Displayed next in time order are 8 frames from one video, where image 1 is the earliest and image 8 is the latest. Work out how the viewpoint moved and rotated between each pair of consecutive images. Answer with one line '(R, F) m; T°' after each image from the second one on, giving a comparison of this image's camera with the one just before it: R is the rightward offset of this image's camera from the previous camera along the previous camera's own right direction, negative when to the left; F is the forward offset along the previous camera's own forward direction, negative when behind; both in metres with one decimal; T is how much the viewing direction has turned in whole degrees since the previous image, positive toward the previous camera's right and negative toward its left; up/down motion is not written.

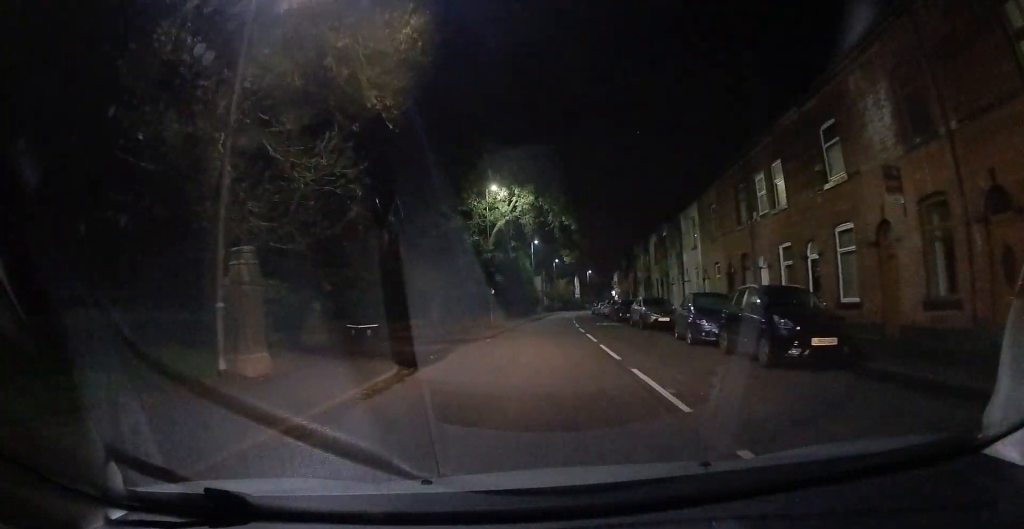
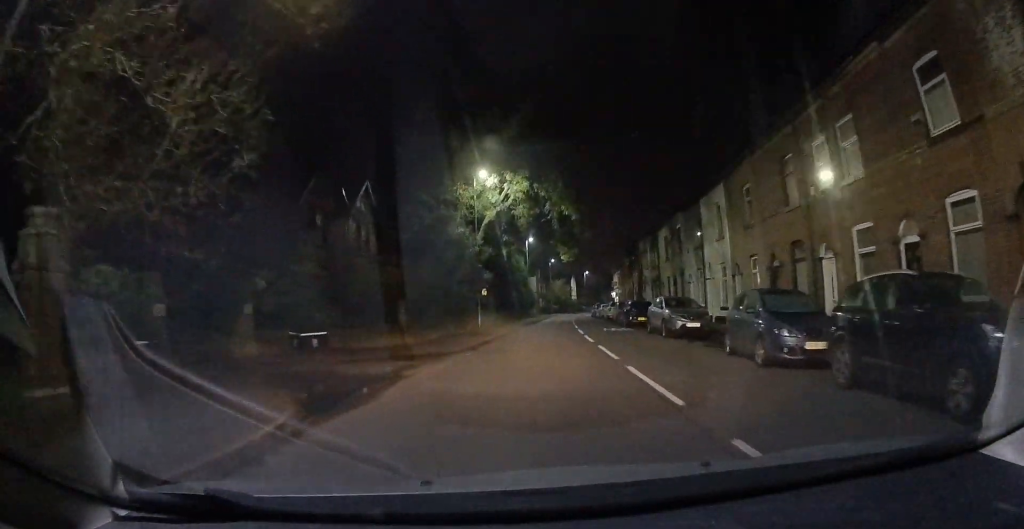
(+0.3, +5.0) m; +1°
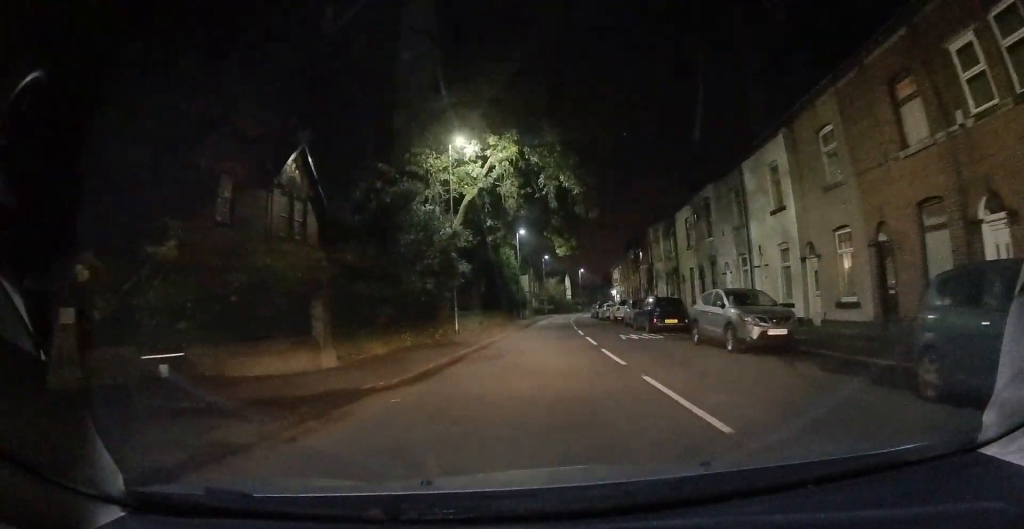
(0.0, +7.1) m; +1°
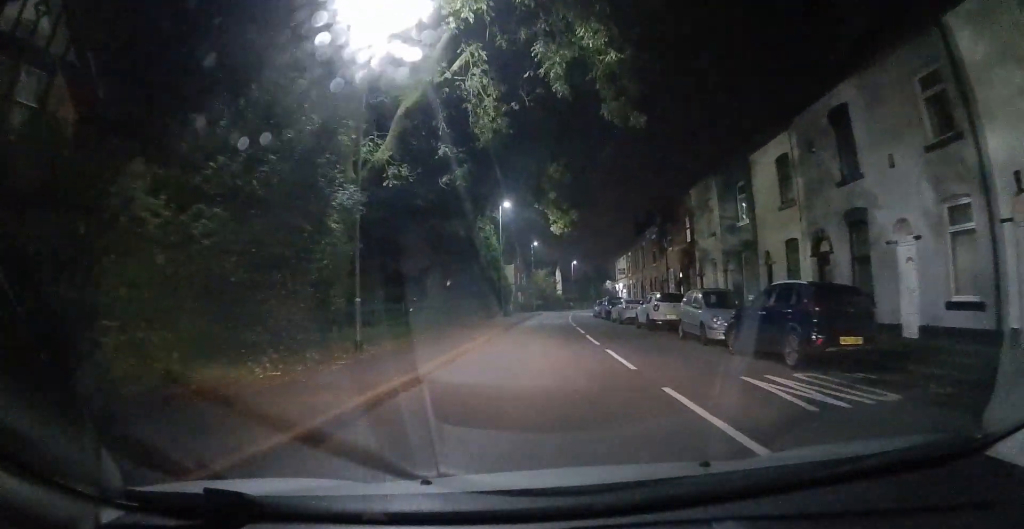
(0.0, +13.9) m; +2°
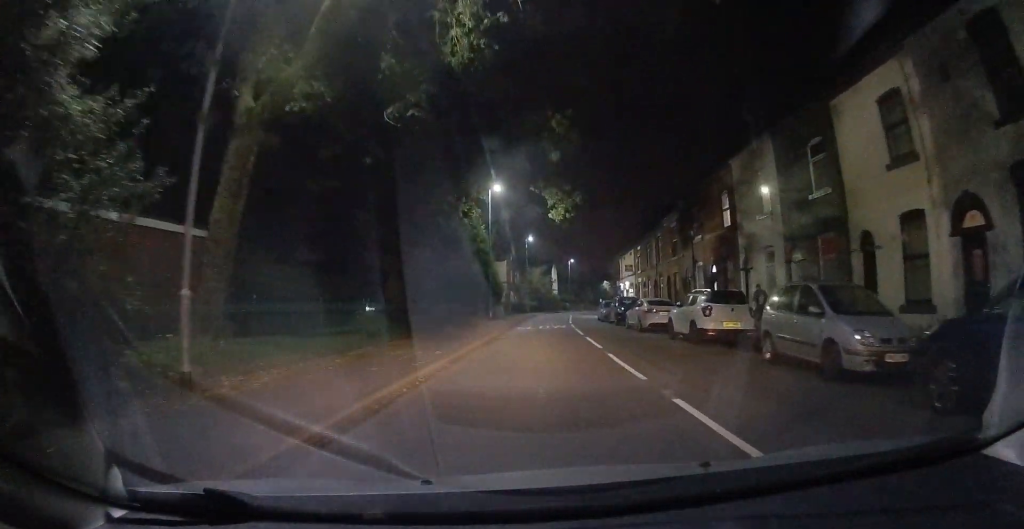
(+0.2, +7.4) m; +1°
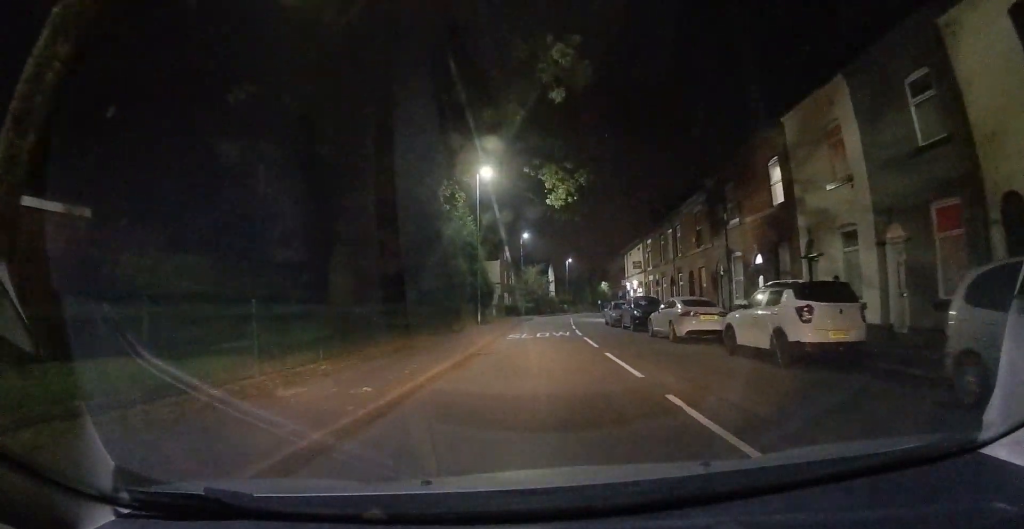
(0.0, +6.2) m; 0°
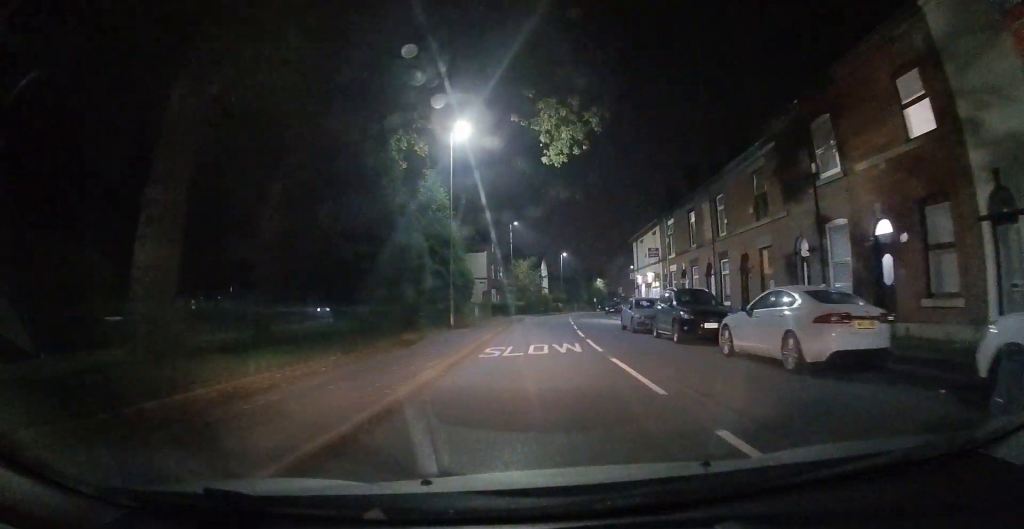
(0.0, +9.1) m; +1°
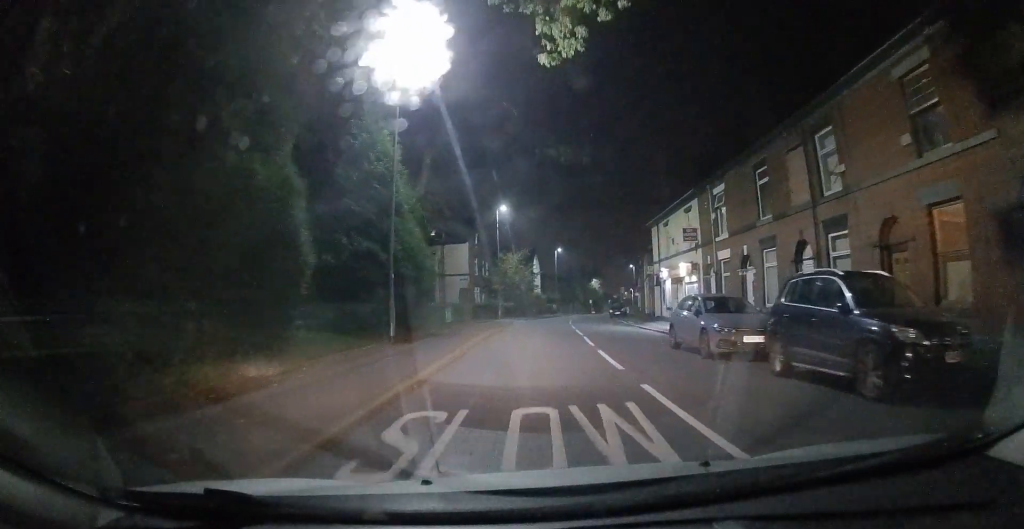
(+0.1, +10.3) m; +2°
